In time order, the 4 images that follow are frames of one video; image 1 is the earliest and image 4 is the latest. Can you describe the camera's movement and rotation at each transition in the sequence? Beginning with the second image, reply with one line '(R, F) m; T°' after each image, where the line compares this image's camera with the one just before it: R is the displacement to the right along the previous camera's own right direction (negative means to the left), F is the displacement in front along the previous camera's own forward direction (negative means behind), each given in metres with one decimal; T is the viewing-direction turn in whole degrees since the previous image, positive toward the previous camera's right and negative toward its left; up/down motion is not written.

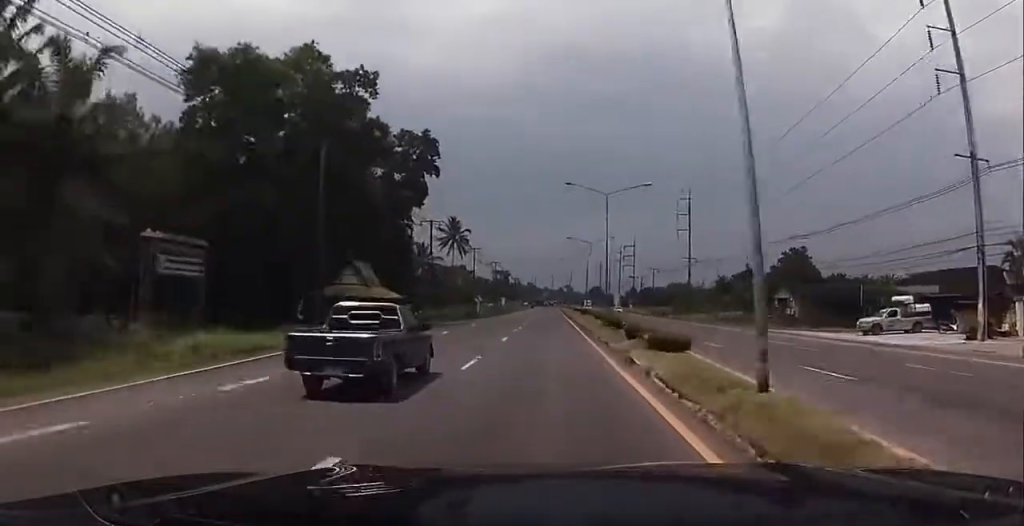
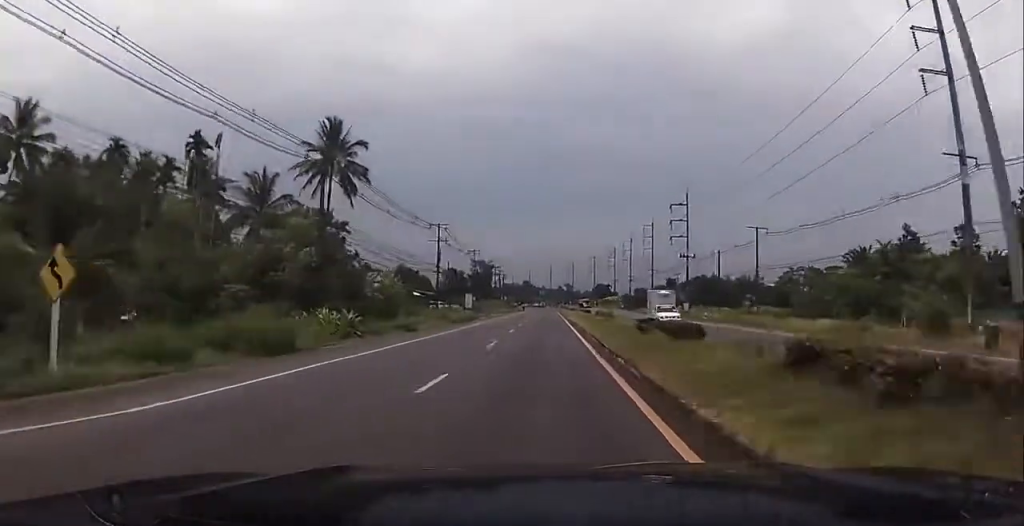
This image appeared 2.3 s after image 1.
(+0.6, +76.4) m; 0°
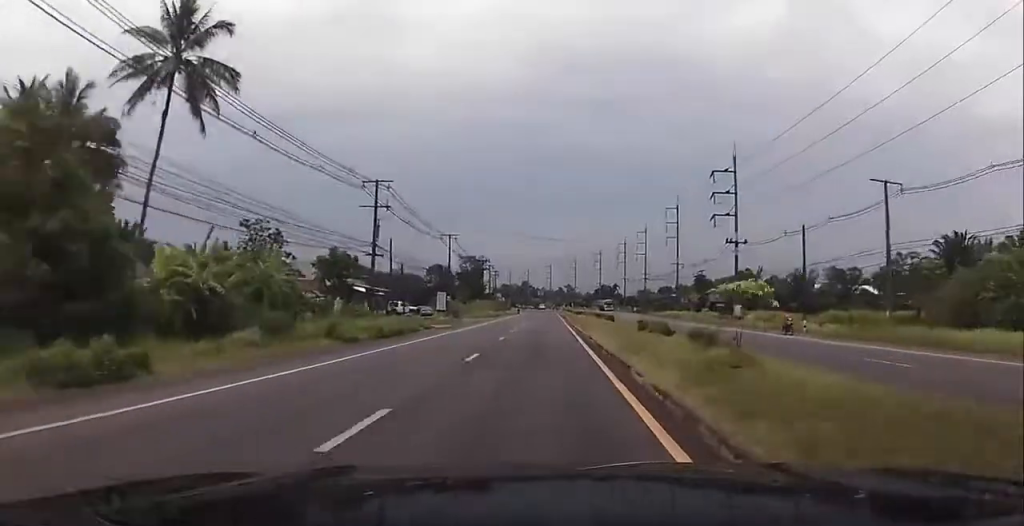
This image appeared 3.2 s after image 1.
(-0.4, +29.6) m; 0°
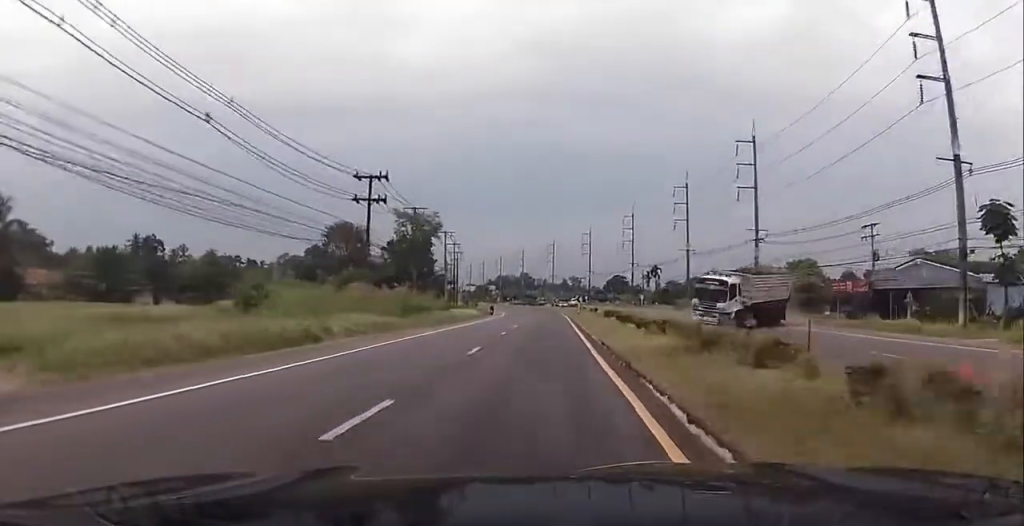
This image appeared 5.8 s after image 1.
(+0.2, +82.2) m; -1°
